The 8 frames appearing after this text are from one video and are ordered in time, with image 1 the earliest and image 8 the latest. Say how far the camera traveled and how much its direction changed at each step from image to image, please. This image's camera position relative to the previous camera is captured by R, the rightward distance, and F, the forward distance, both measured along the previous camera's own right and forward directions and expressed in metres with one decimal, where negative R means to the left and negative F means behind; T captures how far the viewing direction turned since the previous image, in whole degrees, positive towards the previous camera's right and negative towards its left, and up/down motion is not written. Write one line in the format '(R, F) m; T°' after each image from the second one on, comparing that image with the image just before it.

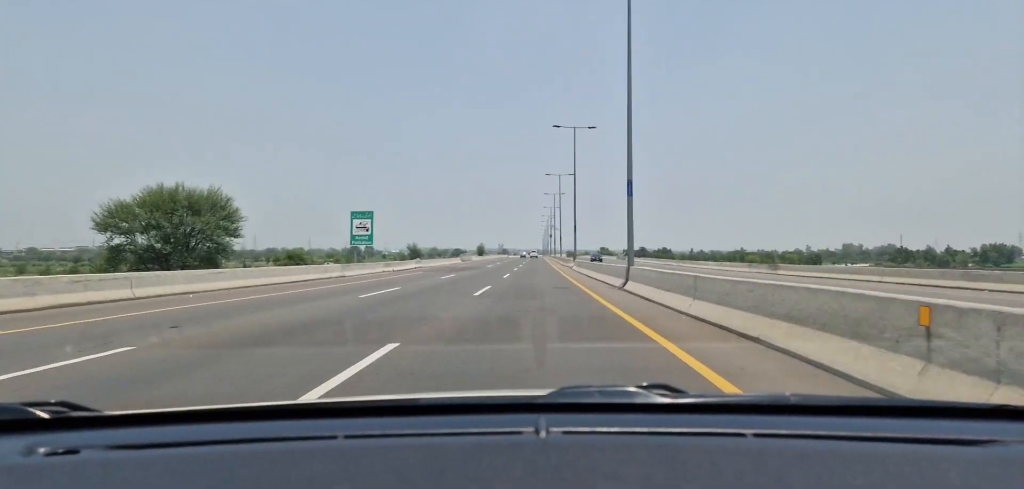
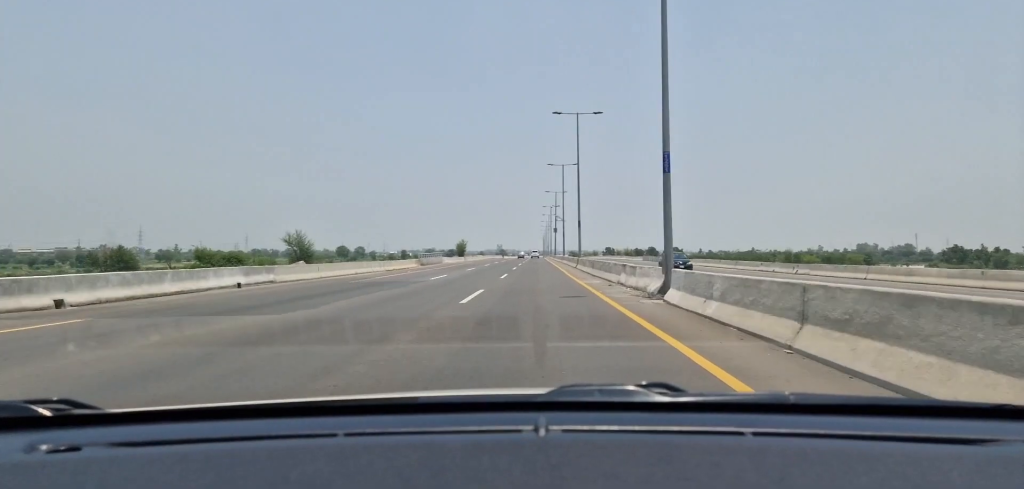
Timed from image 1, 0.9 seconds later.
(+0.1, +39.1) m; 0°
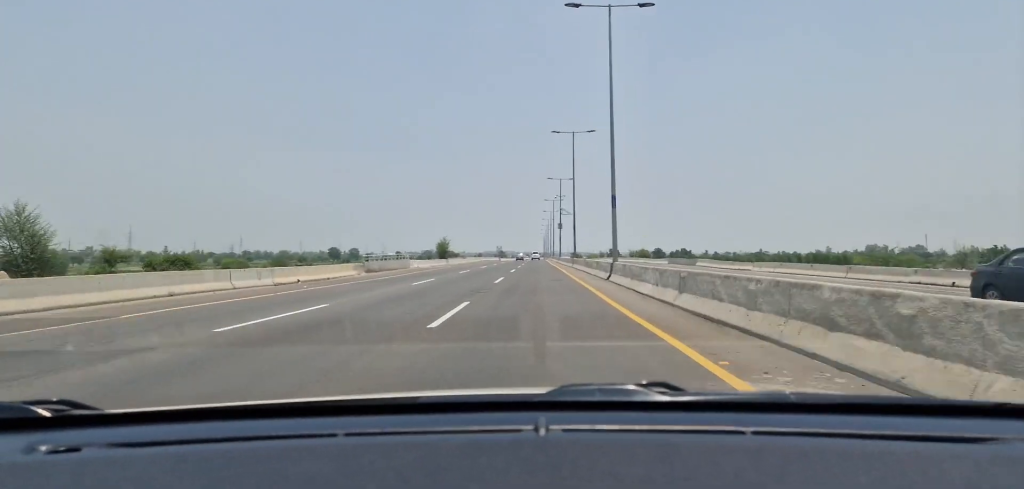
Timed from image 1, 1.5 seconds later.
(-0.2, +23.9) m; 0°
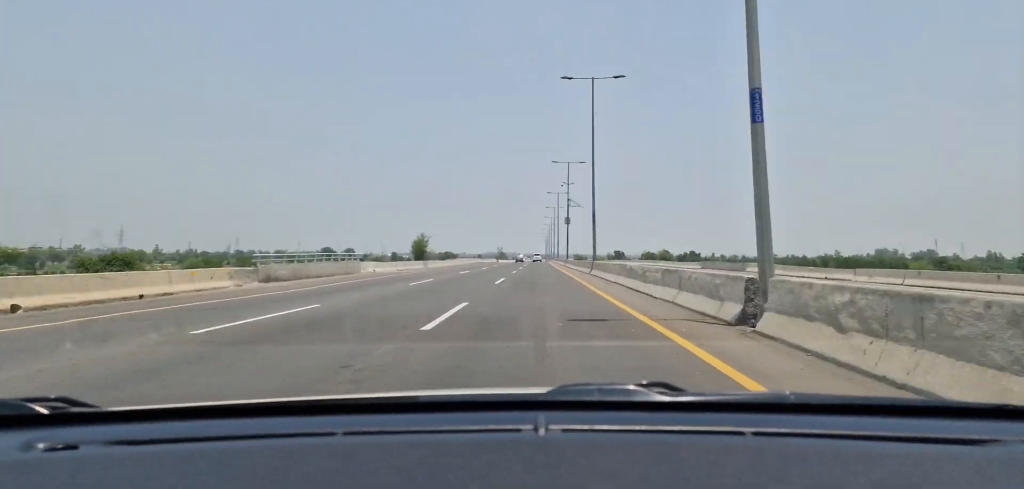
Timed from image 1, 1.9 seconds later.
(+0.1, +18.8) m; 0°
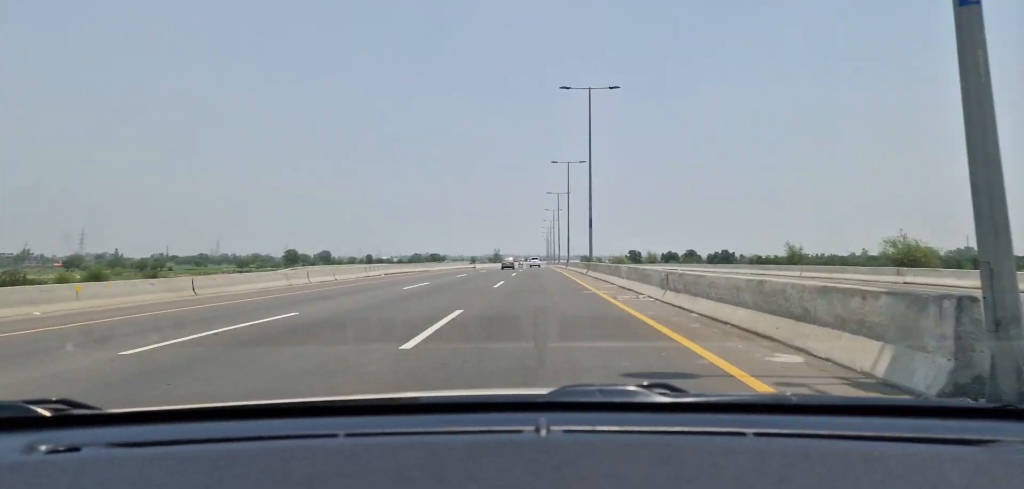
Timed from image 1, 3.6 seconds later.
(-0.1, +72.9) m; 0°
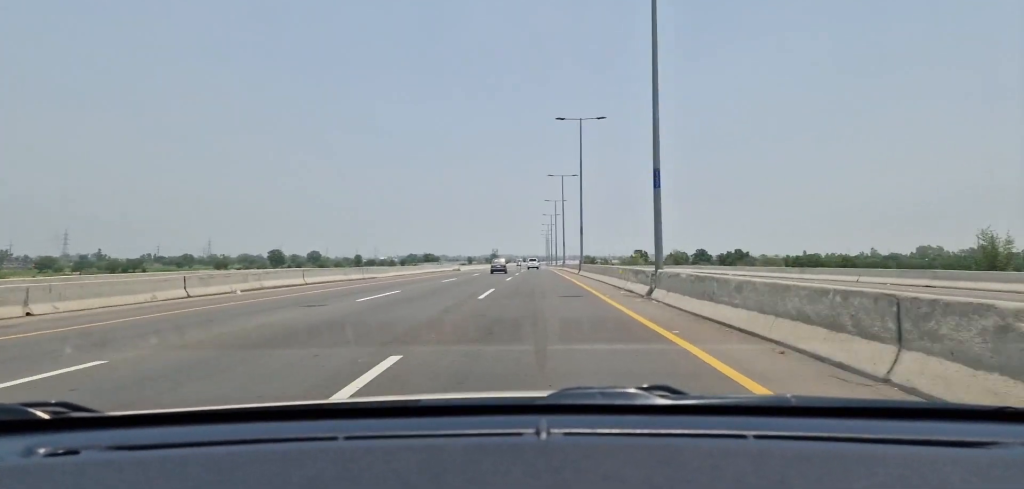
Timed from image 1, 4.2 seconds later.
(+0.2, +25.3) m; 0°
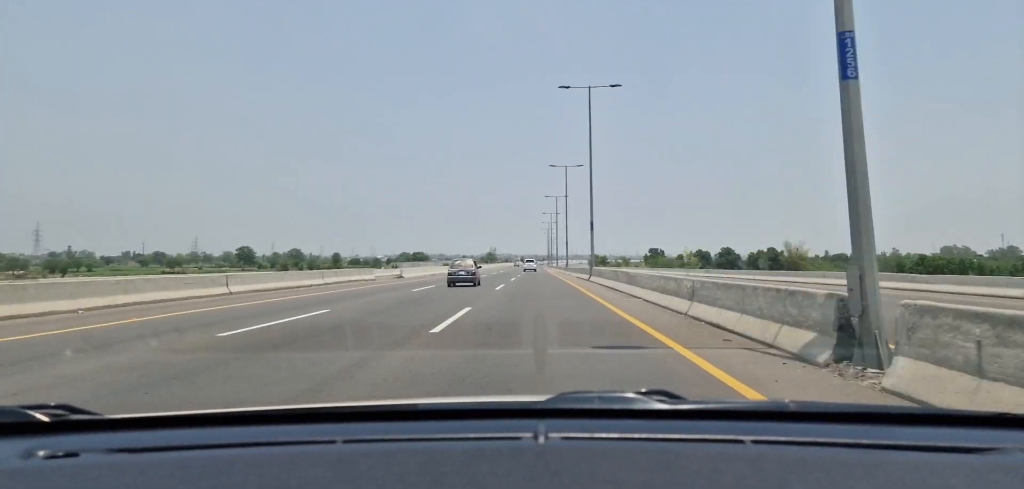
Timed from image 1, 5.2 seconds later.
(+0.2, +44.8) m; 0°
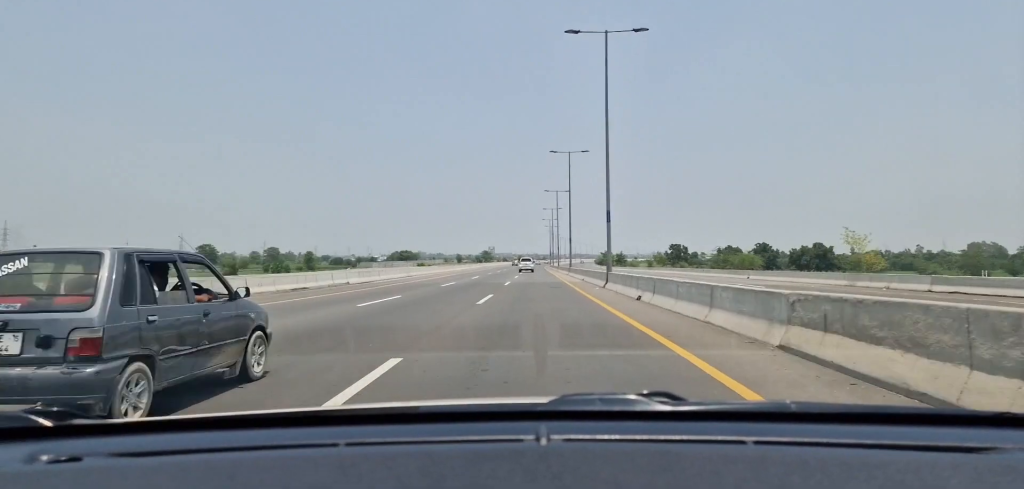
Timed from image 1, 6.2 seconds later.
(-0.1, +44.9) m; 0°
